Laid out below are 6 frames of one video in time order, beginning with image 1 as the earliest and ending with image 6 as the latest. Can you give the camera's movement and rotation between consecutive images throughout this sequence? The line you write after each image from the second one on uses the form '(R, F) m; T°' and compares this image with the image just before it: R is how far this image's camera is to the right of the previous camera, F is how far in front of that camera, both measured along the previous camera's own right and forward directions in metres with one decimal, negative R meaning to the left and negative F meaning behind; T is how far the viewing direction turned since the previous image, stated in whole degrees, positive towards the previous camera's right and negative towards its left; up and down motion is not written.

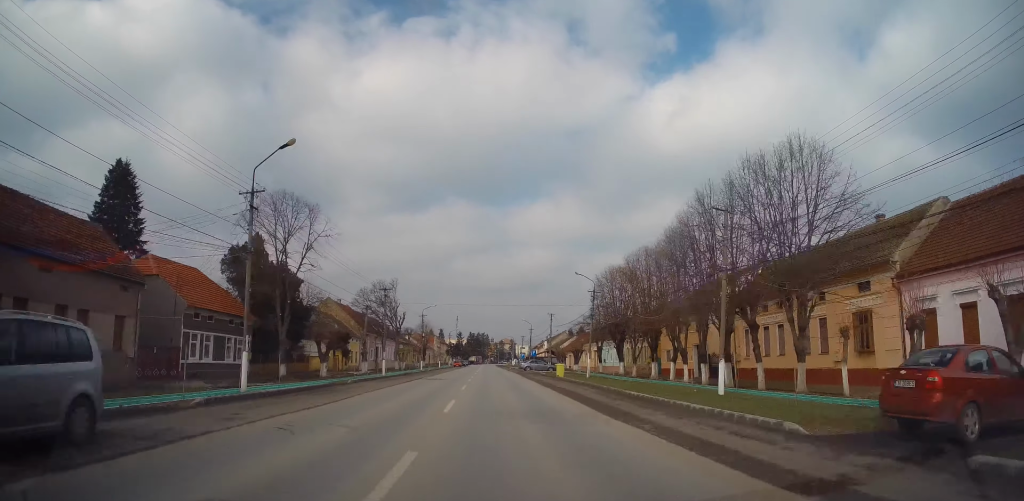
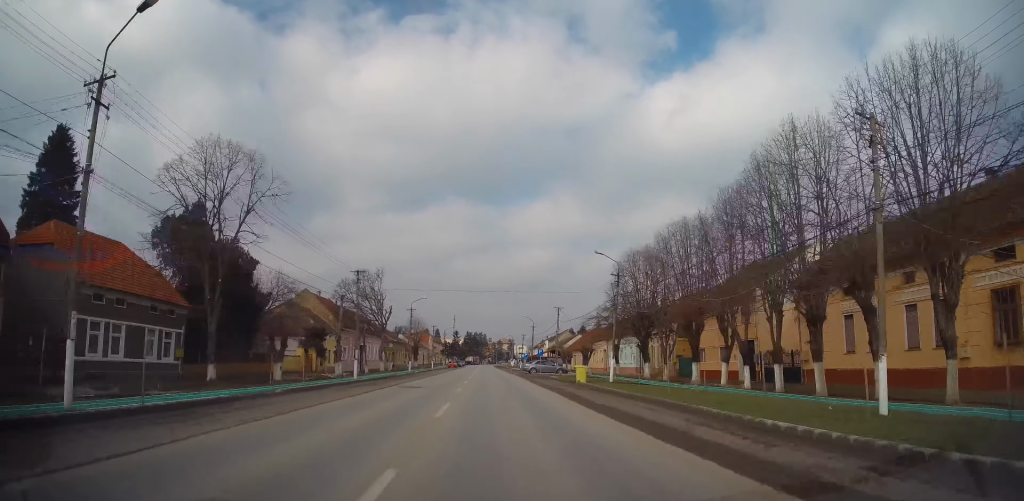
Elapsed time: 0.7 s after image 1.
(0.0, +9.8) m; 0°
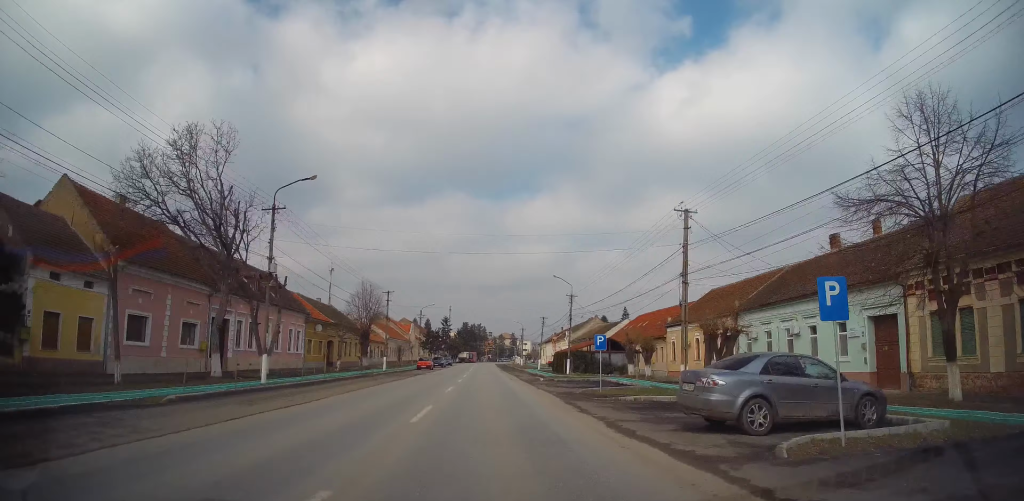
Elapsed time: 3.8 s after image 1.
(-0.5, +45.3) m; 0°
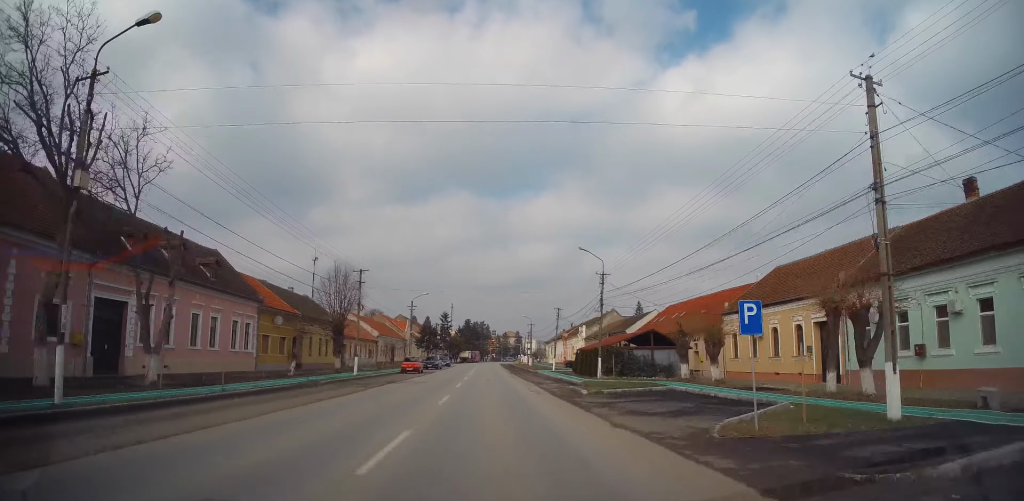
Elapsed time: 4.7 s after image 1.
(0.0, +13.5) m; 0°
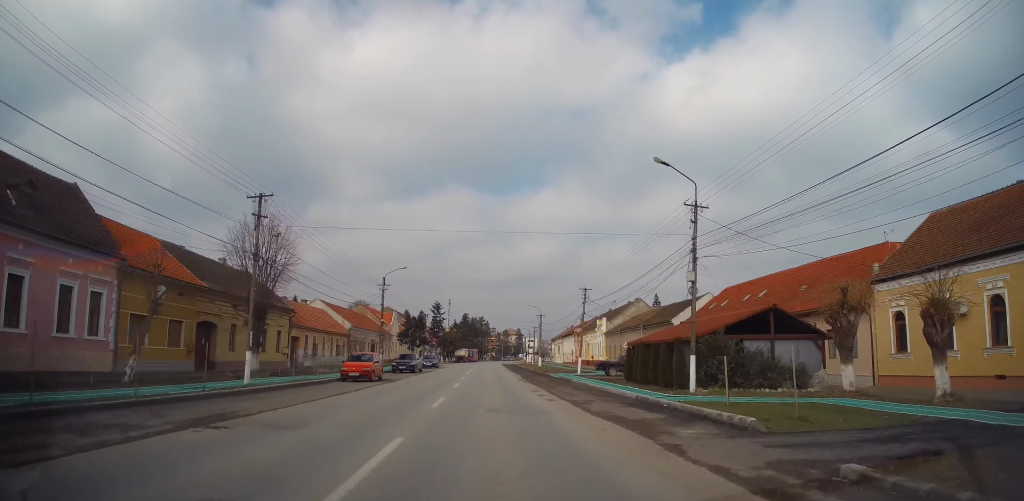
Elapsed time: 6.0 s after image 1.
(0.0, +19.0) m; -1°
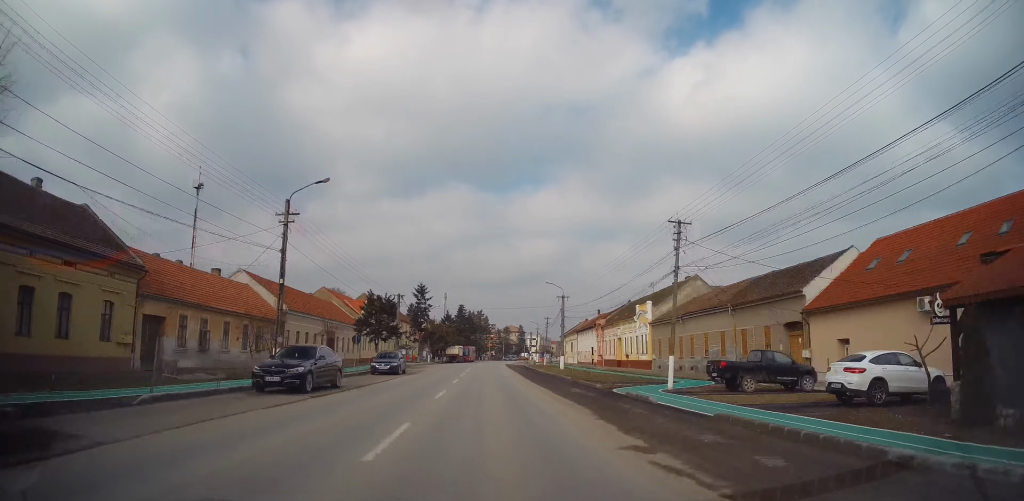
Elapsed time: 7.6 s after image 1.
(-0.1, +25.2) m; +1°
